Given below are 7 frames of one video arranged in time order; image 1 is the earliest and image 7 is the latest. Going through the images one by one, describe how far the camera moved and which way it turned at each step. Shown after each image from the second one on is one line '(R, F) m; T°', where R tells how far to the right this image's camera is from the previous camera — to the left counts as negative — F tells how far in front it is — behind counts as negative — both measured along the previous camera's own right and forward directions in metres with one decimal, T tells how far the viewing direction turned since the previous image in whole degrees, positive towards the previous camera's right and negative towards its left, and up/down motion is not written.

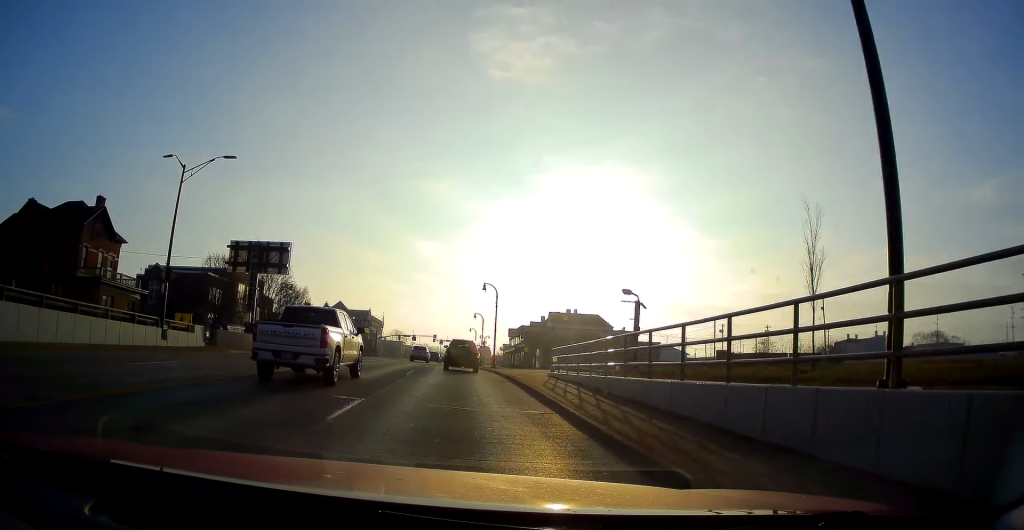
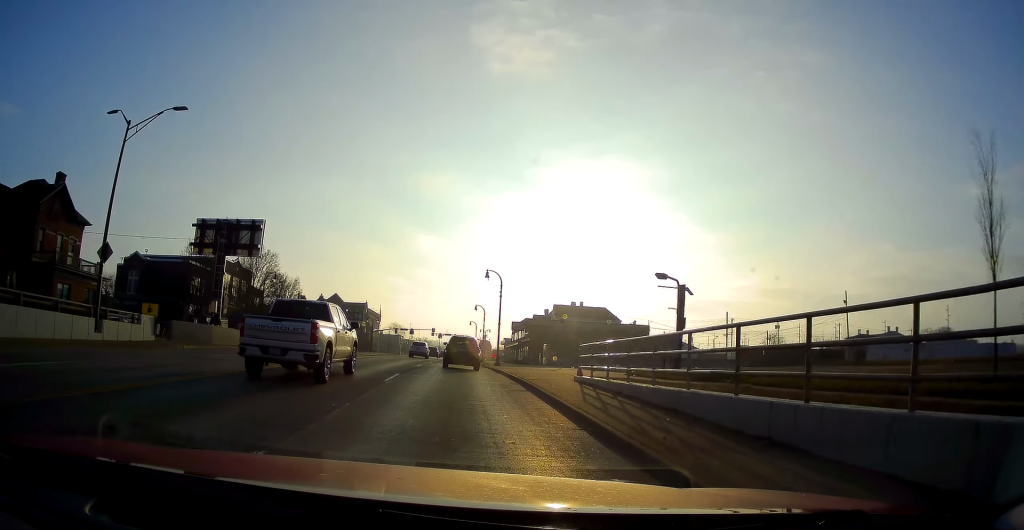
(0.0, +6.4) m; 0°
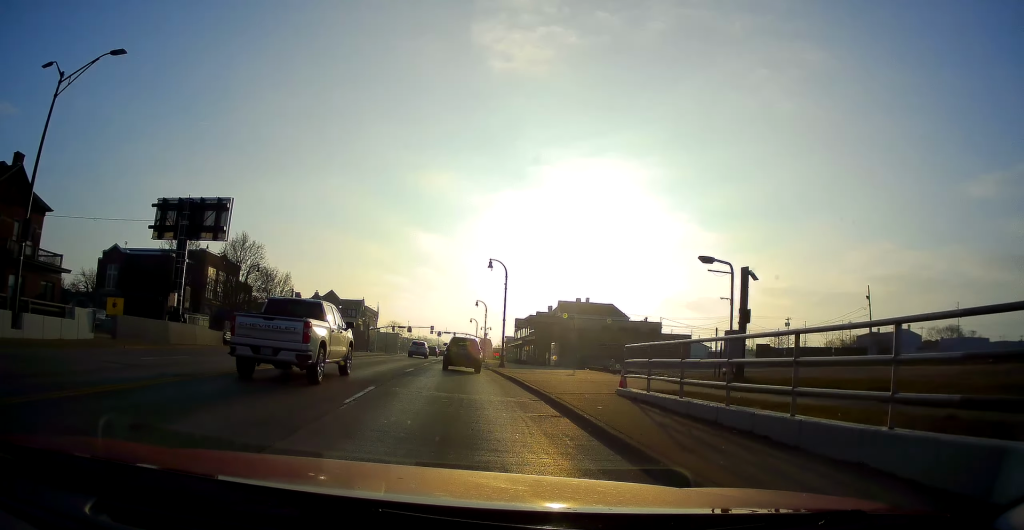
(0.0, +5.9) m; 0°
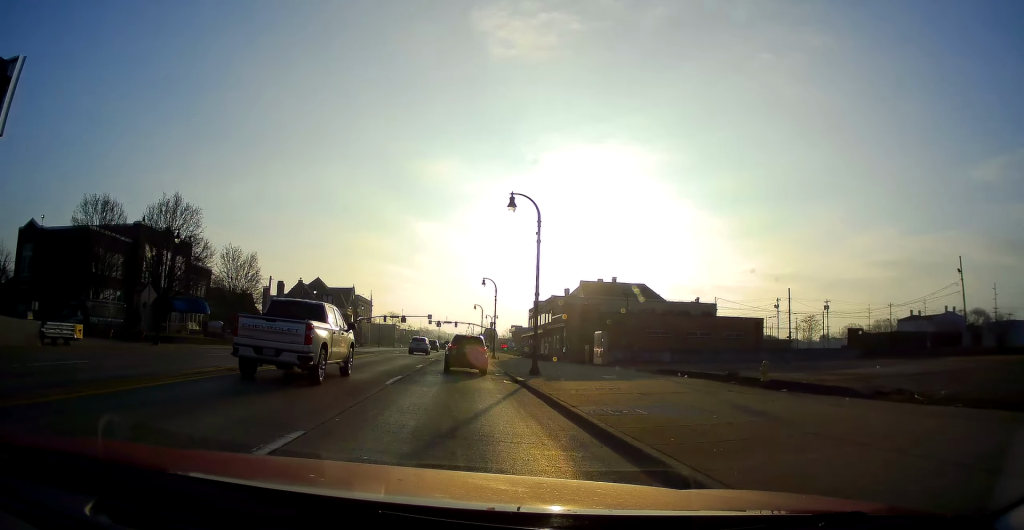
(-0.2, +18.7) m; -1°
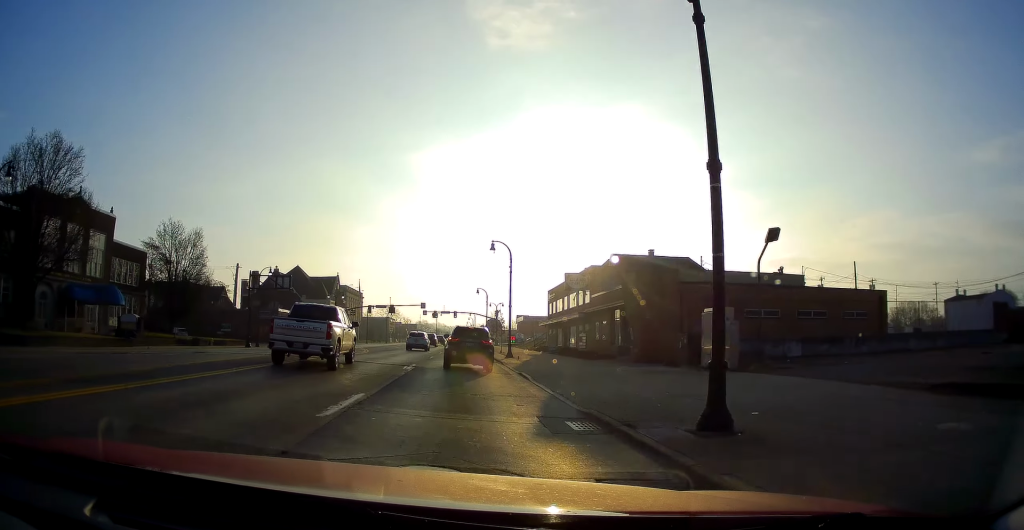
(+0.2, +19.0) m; +2°
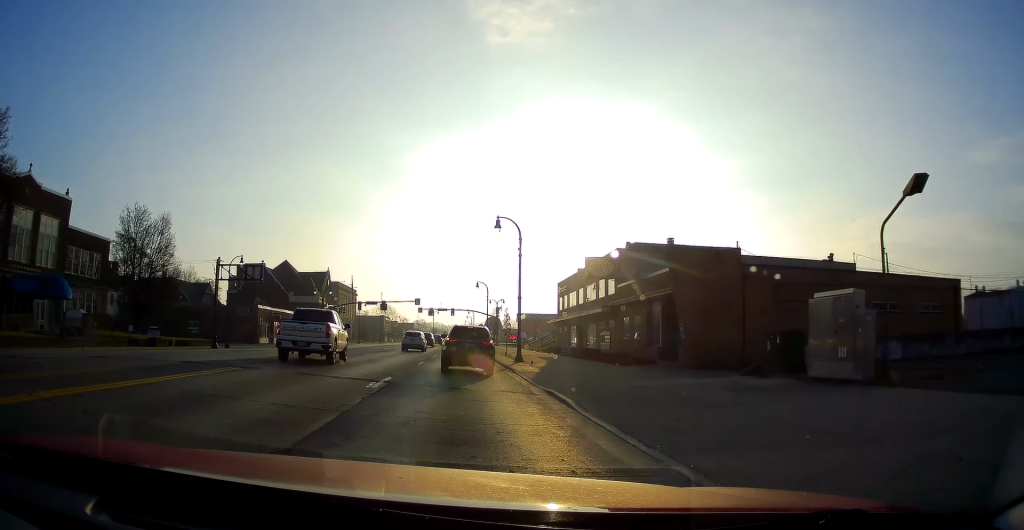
(0.0, +7.8) m; 0°
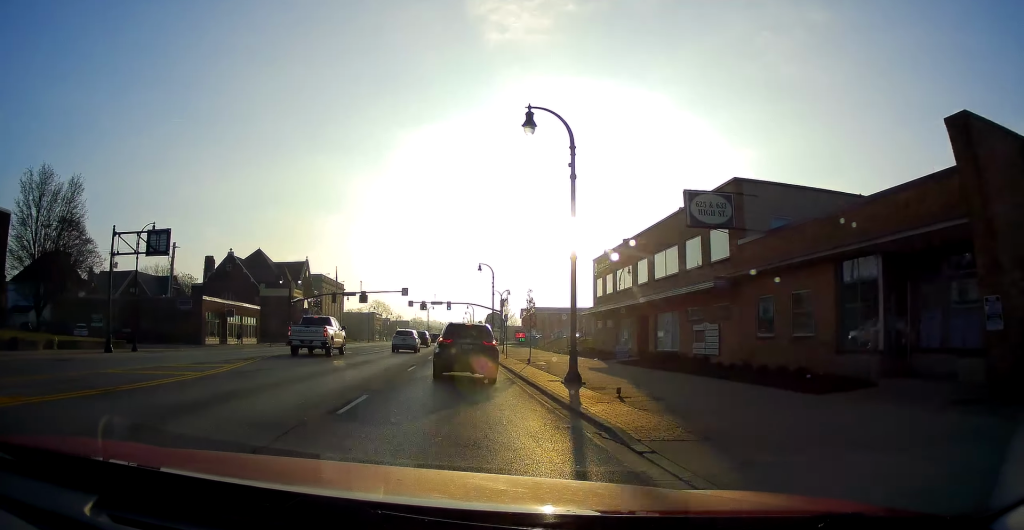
(-0.2, +16.2) m; +2°
